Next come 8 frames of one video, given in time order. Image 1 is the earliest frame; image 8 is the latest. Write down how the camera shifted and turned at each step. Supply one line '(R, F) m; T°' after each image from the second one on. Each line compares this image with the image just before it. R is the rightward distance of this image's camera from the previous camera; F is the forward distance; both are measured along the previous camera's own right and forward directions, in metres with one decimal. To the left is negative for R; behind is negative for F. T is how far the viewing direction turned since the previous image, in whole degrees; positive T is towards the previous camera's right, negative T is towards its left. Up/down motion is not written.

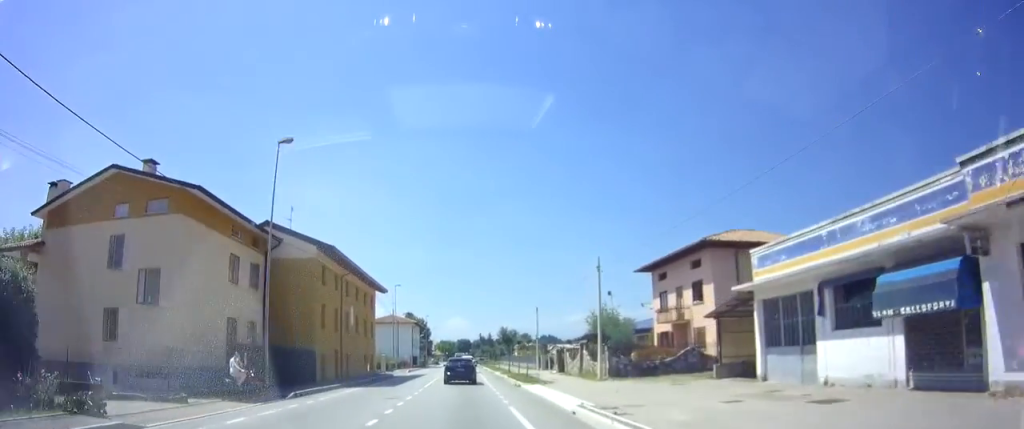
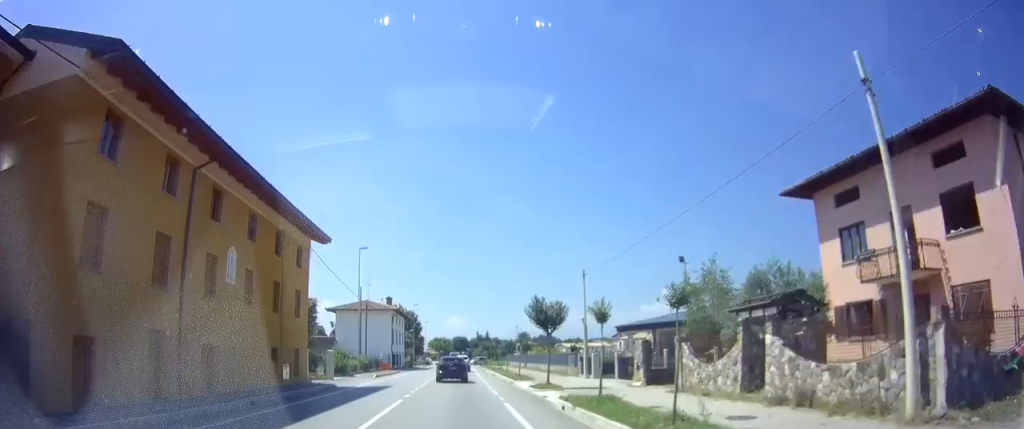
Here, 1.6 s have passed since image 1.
(-0.5, +20.9) m; 0°
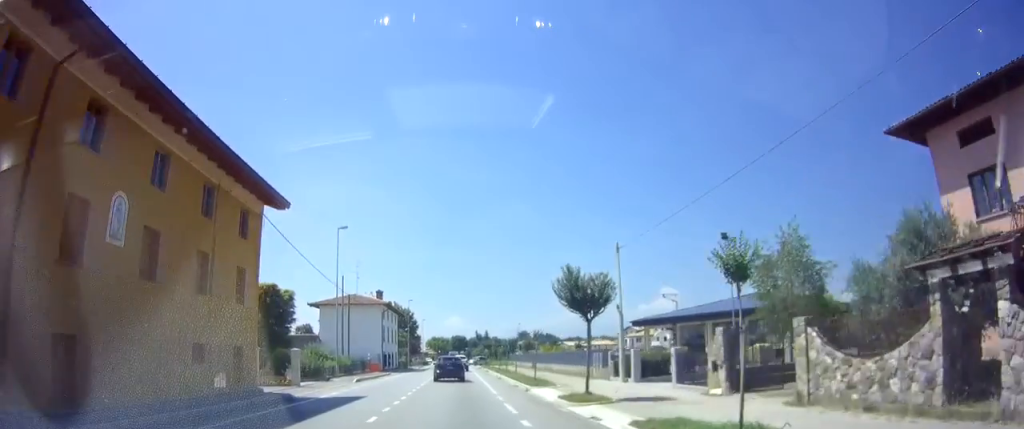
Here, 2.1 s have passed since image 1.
(+0.2, +7.1) m; +1°
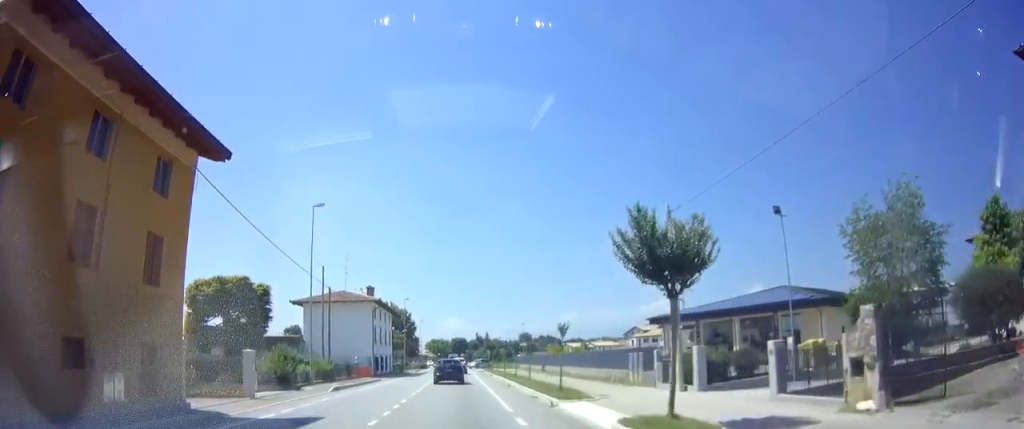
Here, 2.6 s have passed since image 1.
(+0.1, +6.2) m; 0°
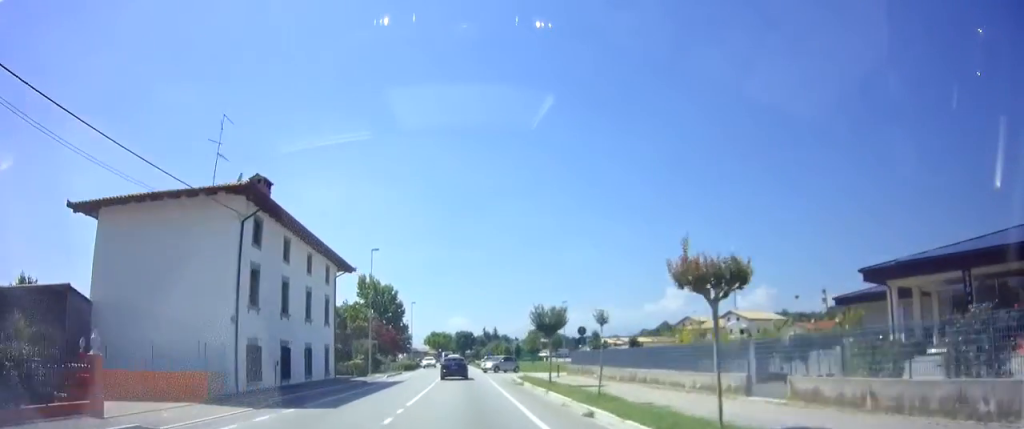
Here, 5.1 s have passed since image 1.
(-0.1, +34.0) m; 0°
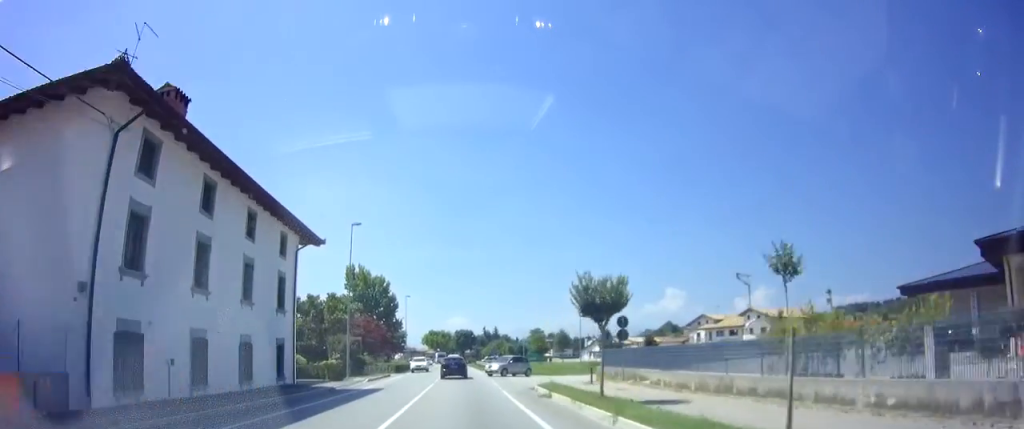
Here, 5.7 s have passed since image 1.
(0.0, +8.6) m; 0°
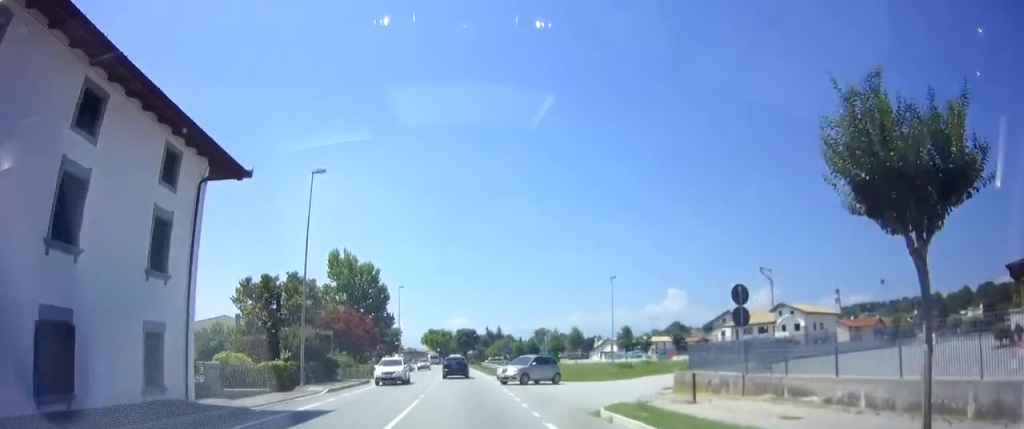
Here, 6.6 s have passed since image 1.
(0.0, +11.3) m; 0°
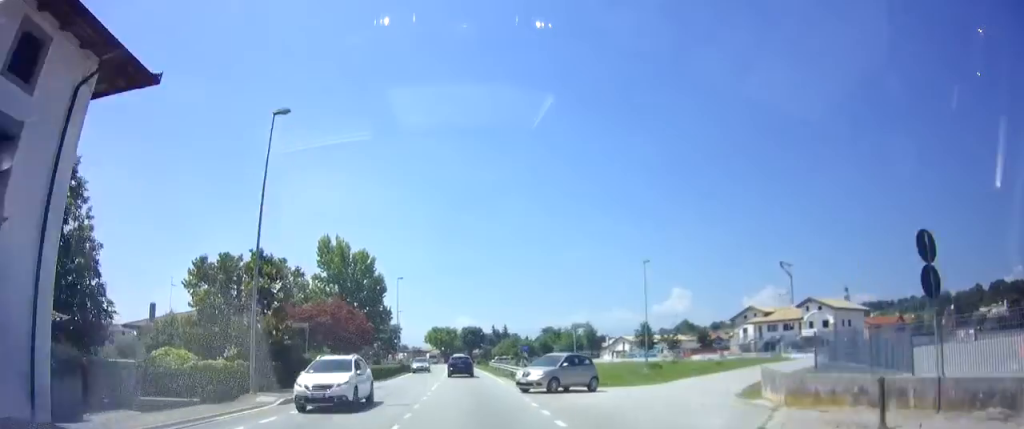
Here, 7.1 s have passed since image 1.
(0.0, +6.8) m; -1°
